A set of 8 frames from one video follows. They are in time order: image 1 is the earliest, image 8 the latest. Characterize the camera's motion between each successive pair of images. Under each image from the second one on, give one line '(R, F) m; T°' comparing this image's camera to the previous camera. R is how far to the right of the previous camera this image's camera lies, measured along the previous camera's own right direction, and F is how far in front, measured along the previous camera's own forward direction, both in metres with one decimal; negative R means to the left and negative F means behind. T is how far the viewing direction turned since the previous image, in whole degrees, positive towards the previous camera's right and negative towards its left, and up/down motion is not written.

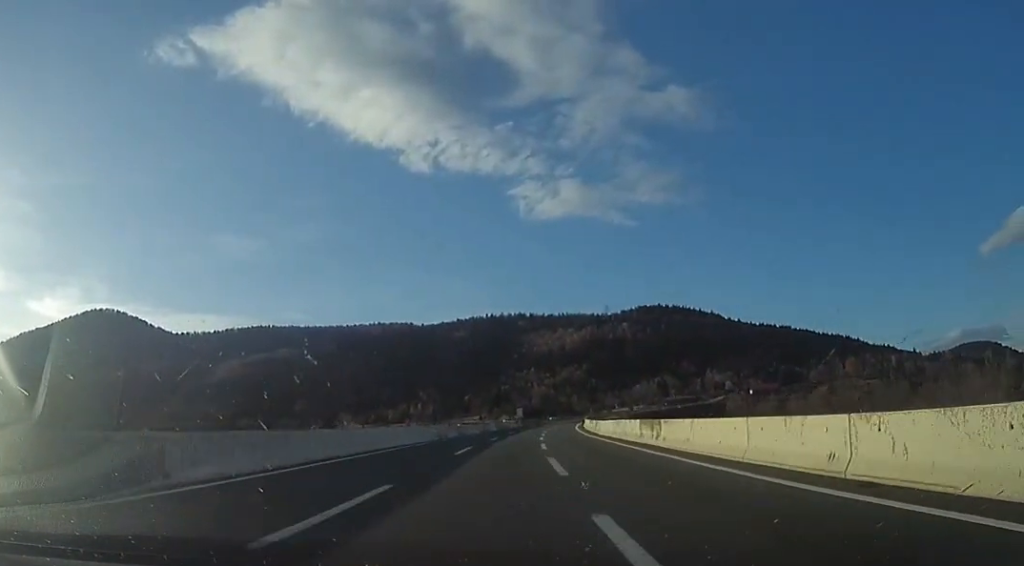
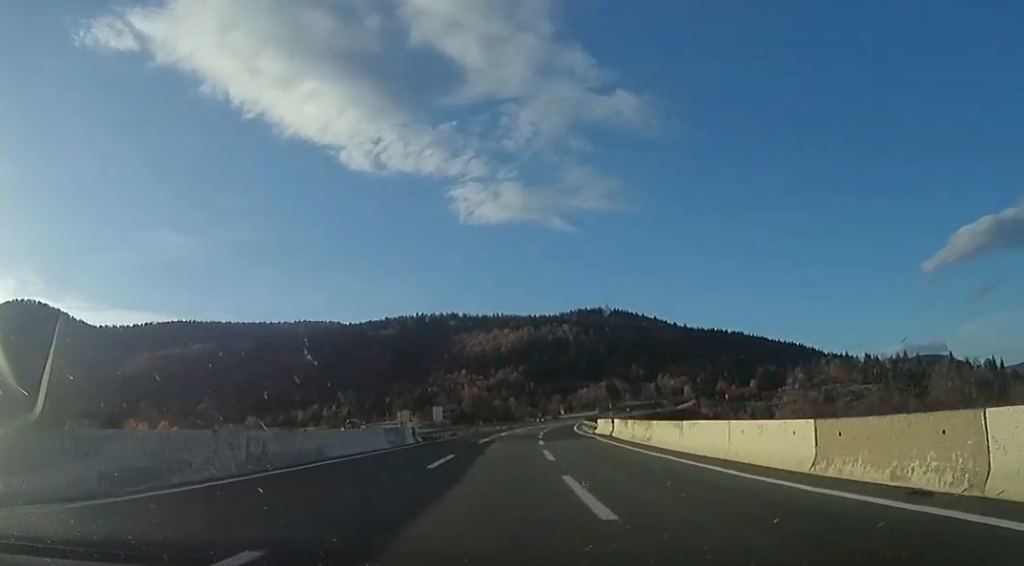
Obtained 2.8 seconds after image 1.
(+3.0, +78.6) m; +6°
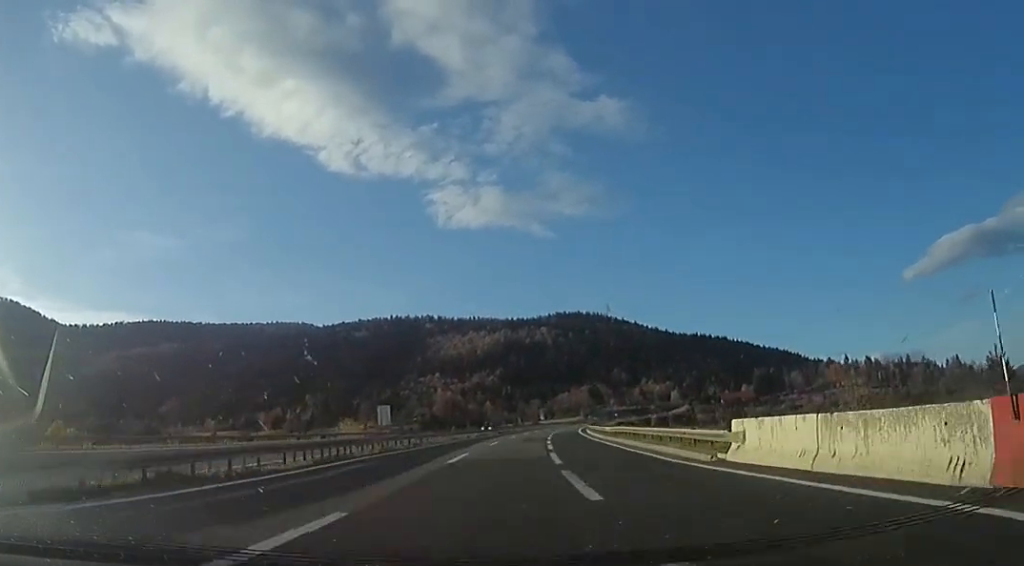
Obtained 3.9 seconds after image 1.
(+0.7, +31.4) m; +3°
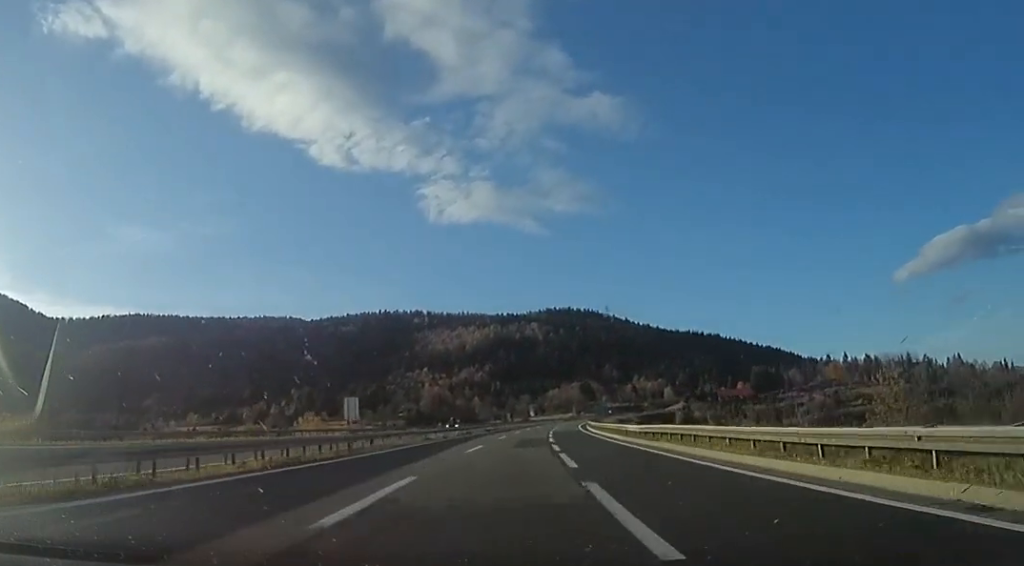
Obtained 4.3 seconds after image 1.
(-0.1, +13.4) m; +1°
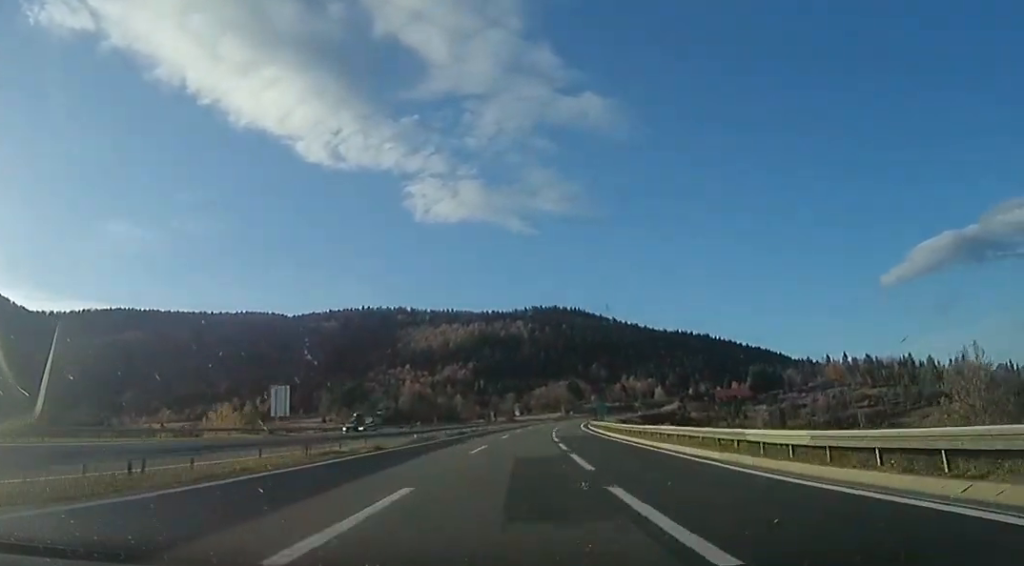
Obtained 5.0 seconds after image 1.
(+0.7, +20.1) m; +3°
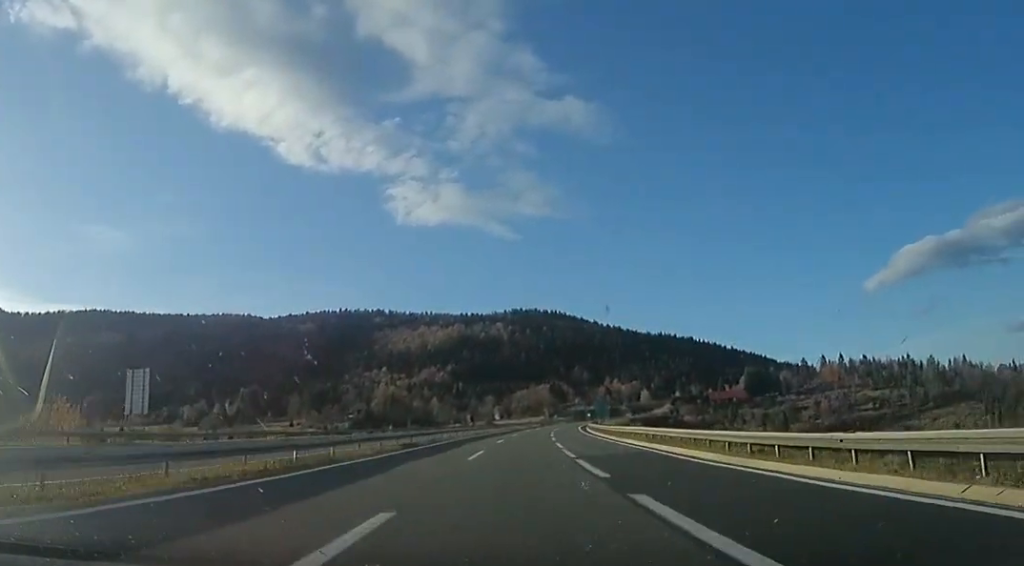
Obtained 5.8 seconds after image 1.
(+0.5, +20.9) m; +1°
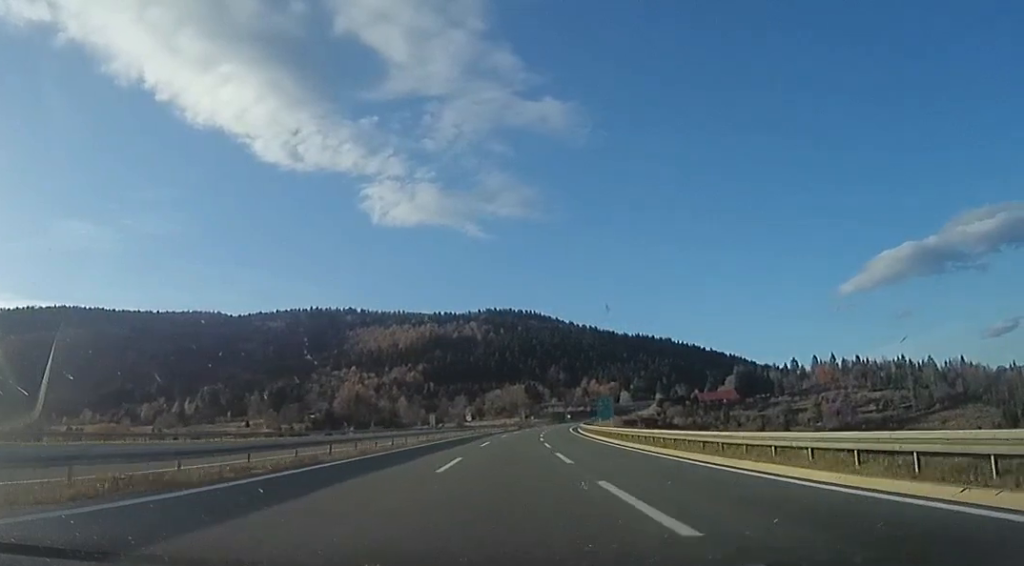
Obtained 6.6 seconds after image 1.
(+0.3, +22.8) m; +1°
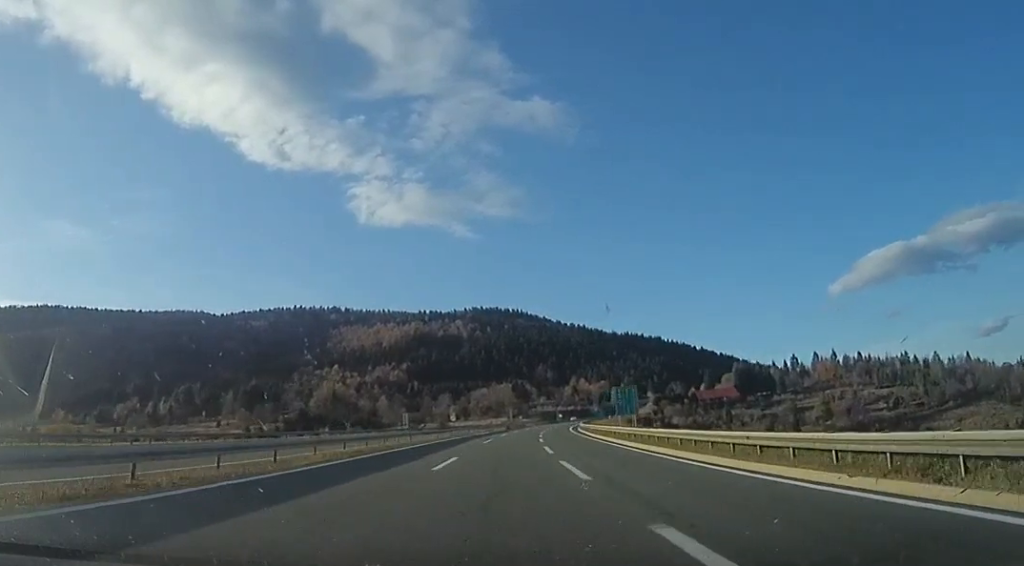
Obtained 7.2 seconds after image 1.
(-0.1, +17.5) m; +1°
